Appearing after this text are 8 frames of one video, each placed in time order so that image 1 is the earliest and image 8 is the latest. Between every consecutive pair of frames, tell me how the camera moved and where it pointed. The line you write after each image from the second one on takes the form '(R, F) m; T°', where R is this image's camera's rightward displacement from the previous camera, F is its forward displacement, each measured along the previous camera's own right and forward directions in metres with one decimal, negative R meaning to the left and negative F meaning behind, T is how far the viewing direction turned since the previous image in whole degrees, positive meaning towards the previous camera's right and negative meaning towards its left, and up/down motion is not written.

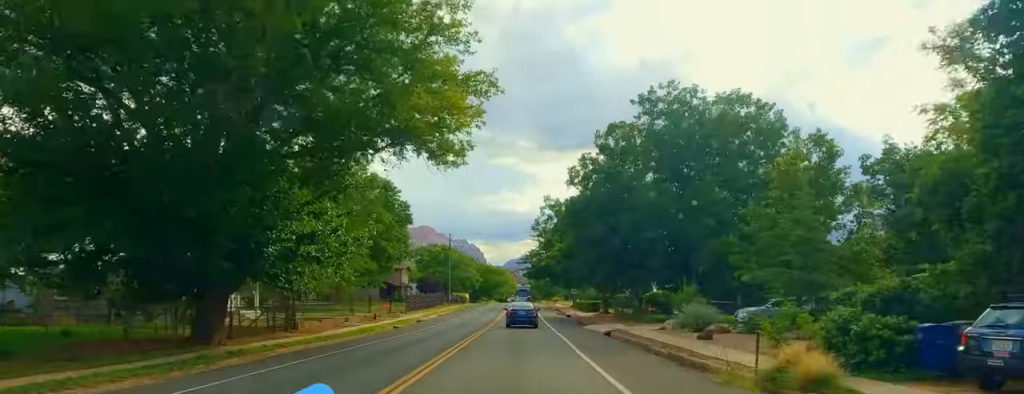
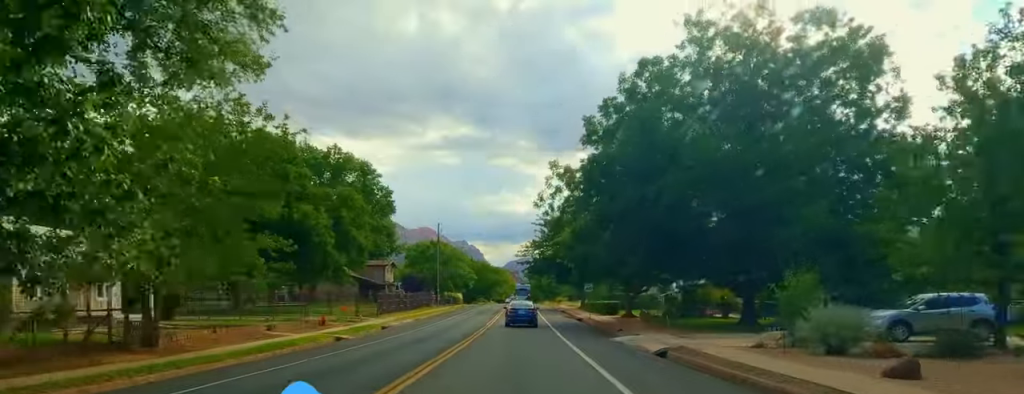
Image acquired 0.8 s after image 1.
(-0.2, +15.6) m; 0°
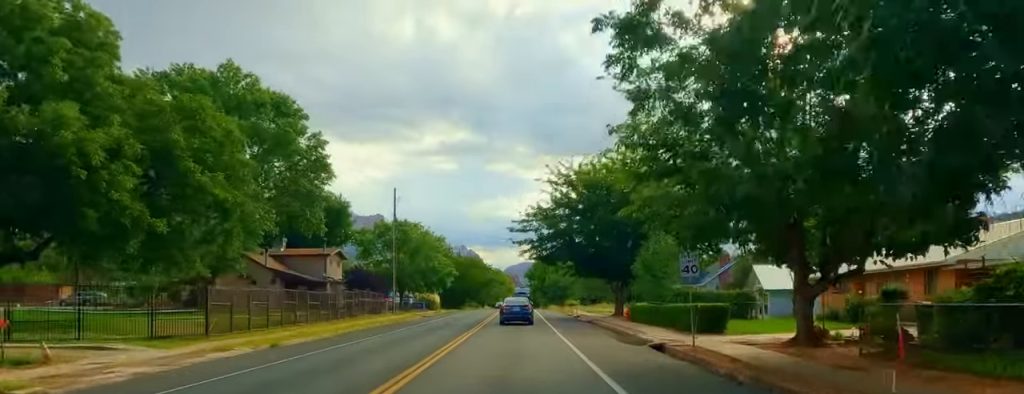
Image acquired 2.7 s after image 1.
(-0.8, +34.2) m; 0°
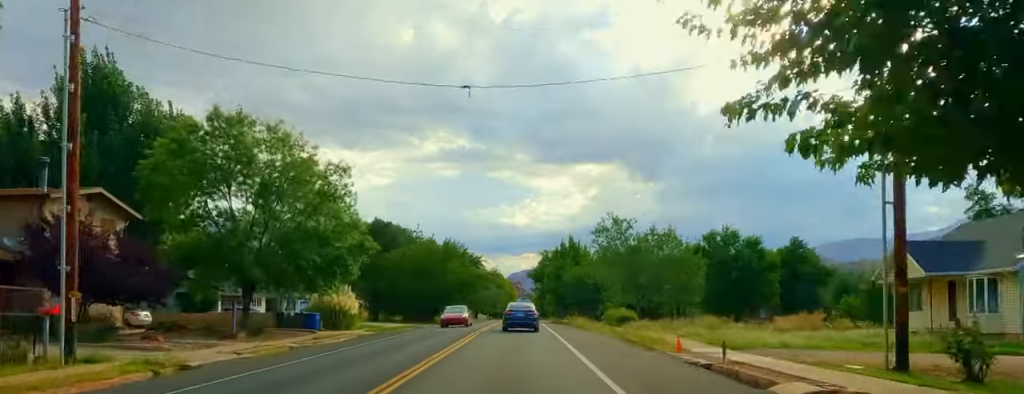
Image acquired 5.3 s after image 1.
(+1.6, +48.1) m; +1°
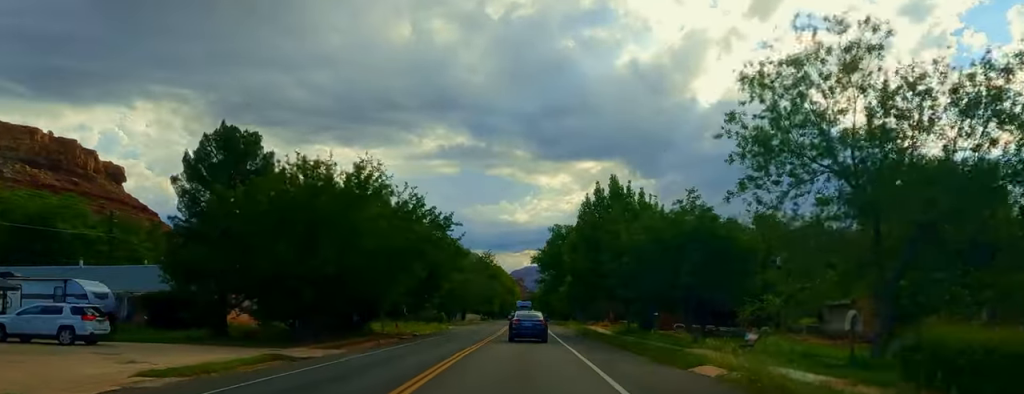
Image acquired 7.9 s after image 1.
(-1.4, +45.6) m; -1°
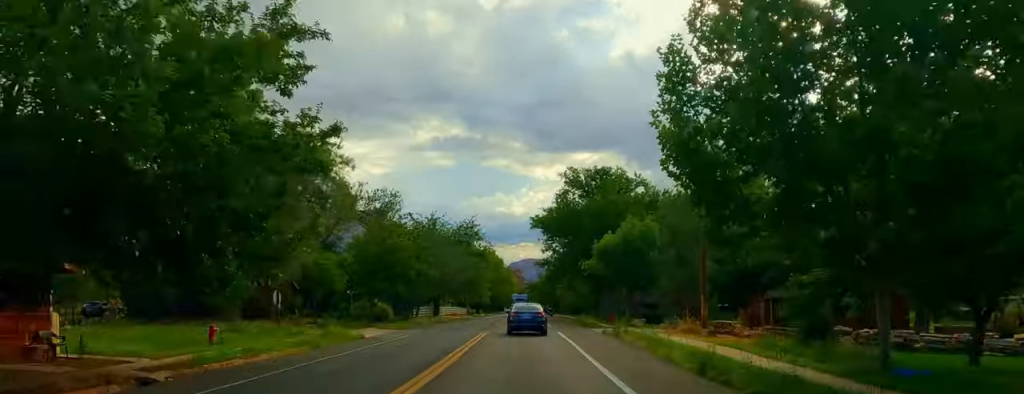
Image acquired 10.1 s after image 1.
(+1.1, +39.1) m; 0°
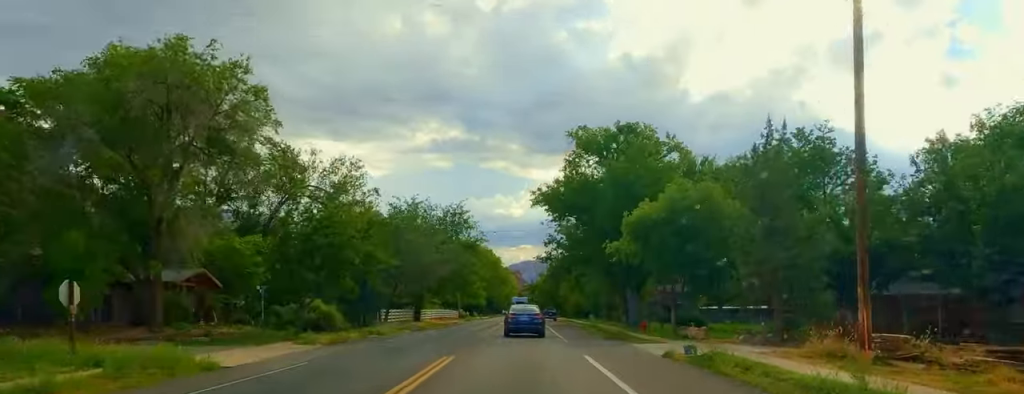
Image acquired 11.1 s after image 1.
(-0.6, +16.6) m; 0°
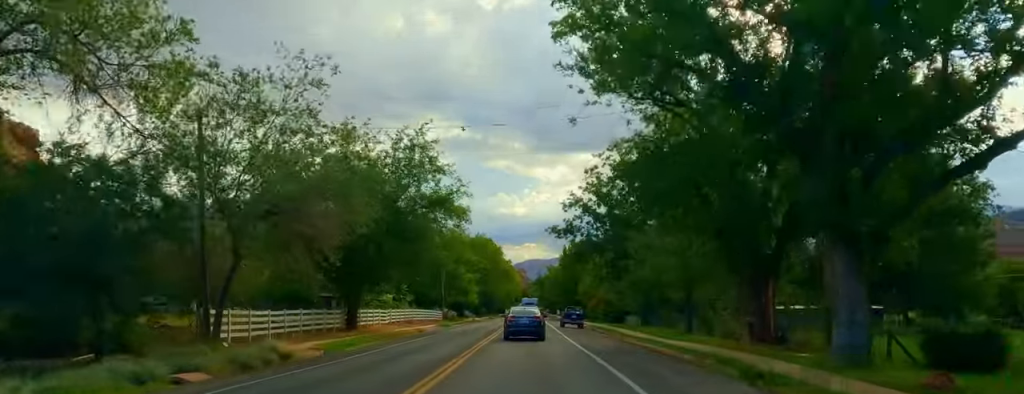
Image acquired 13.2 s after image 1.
(-0.1, +33.9) m; +1°
